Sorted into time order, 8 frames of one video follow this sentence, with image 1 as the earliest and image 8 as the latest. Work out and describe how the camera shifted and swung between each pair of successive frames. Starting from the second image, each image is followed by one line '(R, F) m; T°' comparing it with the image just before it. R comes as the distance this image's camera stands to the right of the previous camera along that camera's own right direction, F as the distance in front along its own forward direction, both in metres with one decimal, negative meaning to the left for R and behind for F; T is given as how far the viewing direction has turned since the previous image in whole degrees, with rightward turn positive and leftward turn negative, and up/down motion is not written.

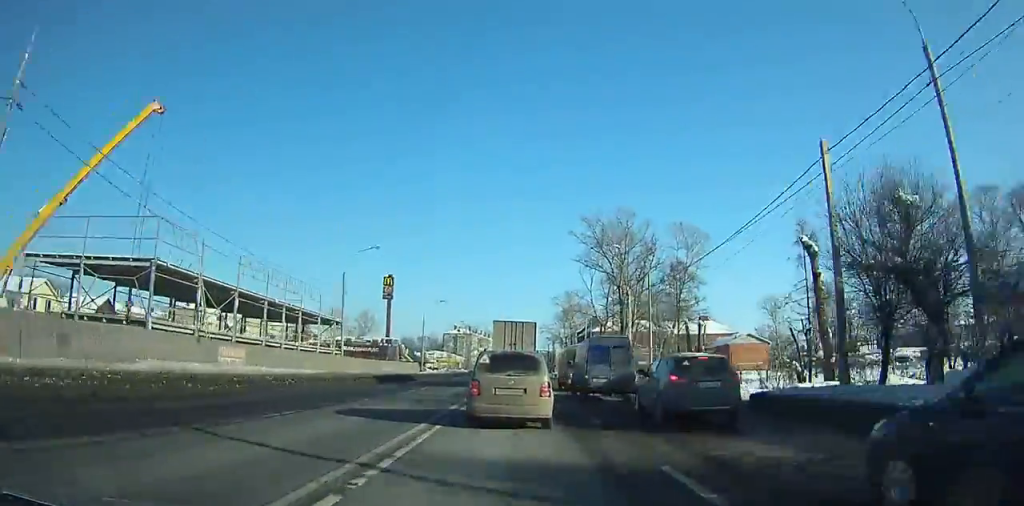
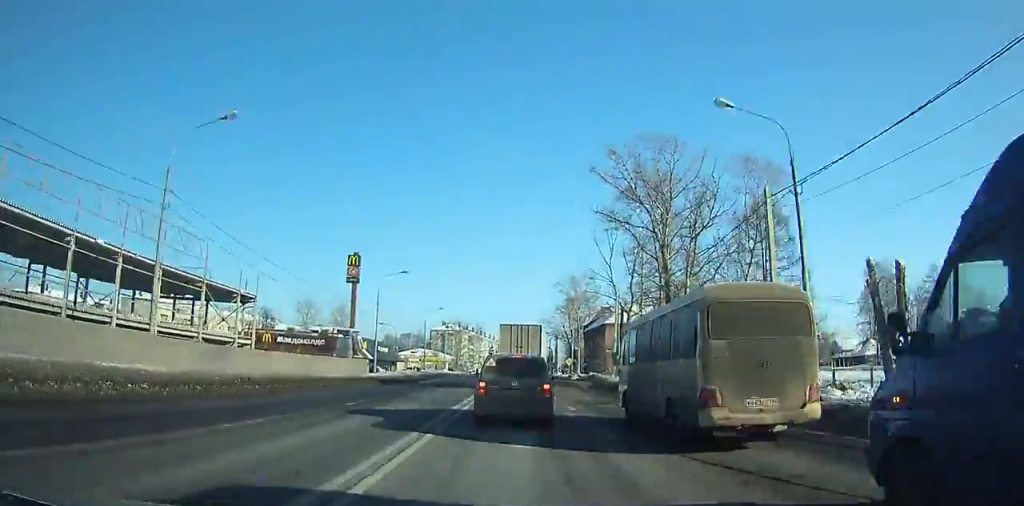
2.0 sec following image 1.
(0.0, +22.8) m; +1°
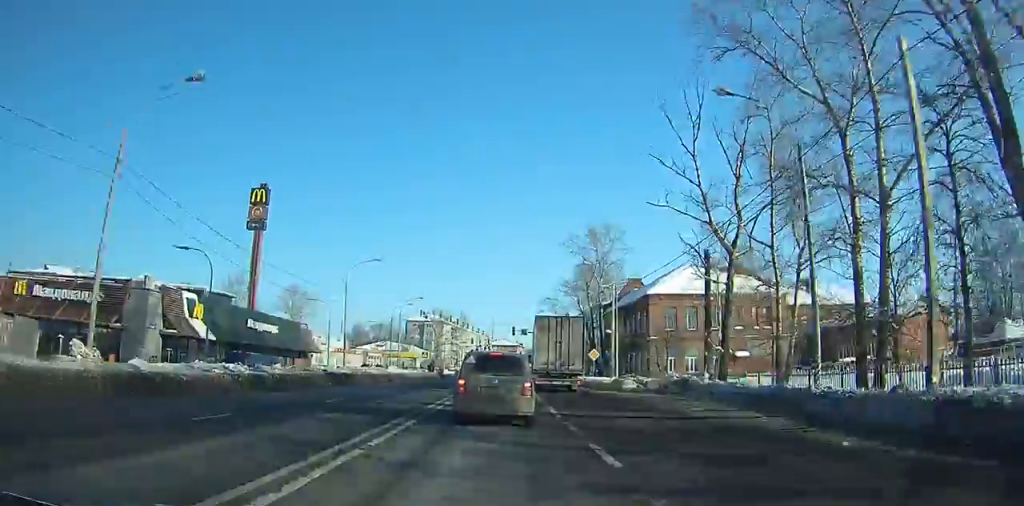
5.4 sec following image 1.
(+0.5, +31.9) m; +4°
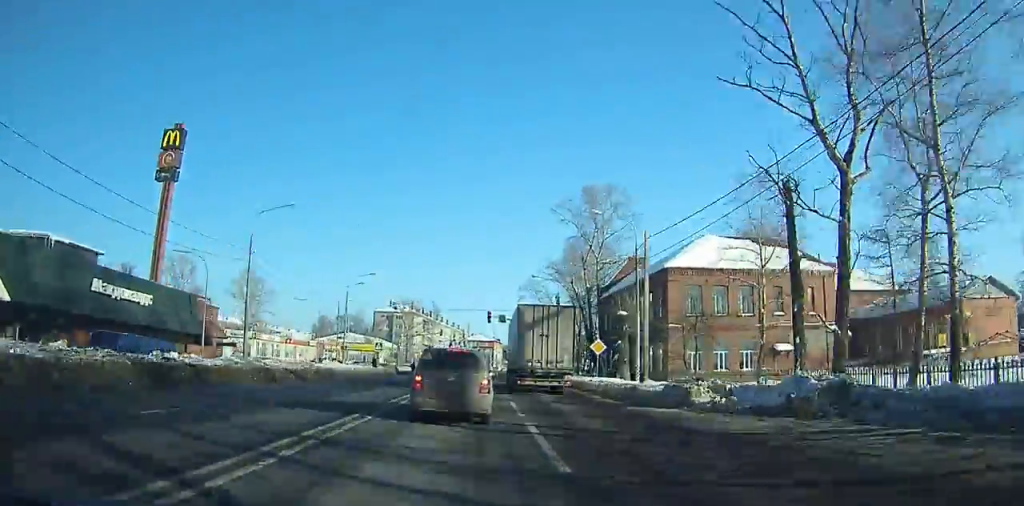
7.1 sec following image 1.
(+0.7, +12.2) m; +2°
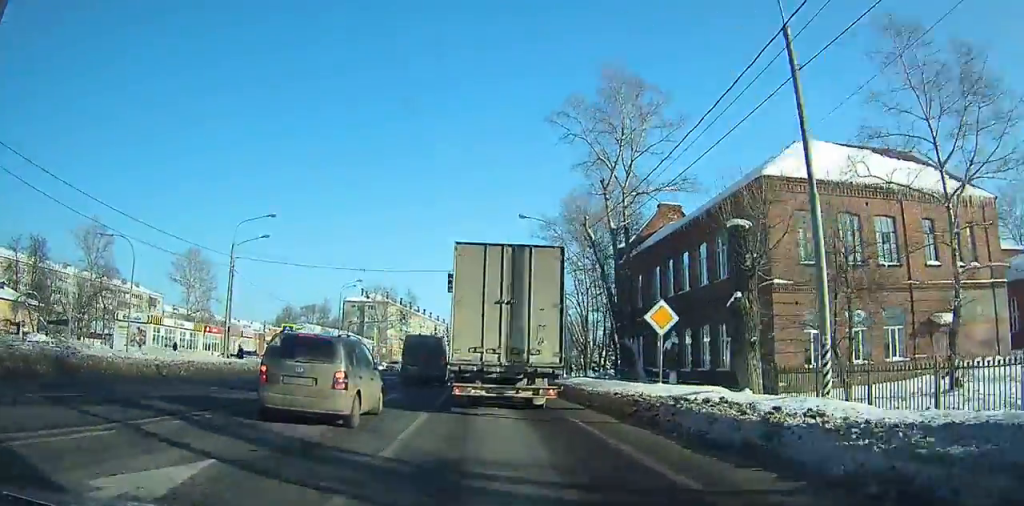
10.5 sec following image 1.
(+0.3, +18.8) m; -1°
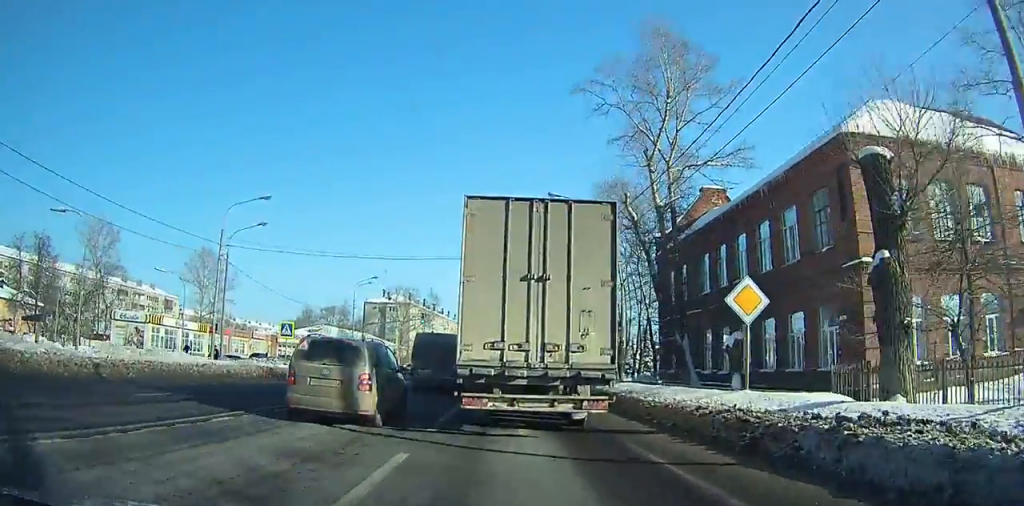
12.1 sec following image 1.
(-0.1, +6.3) m; -1°
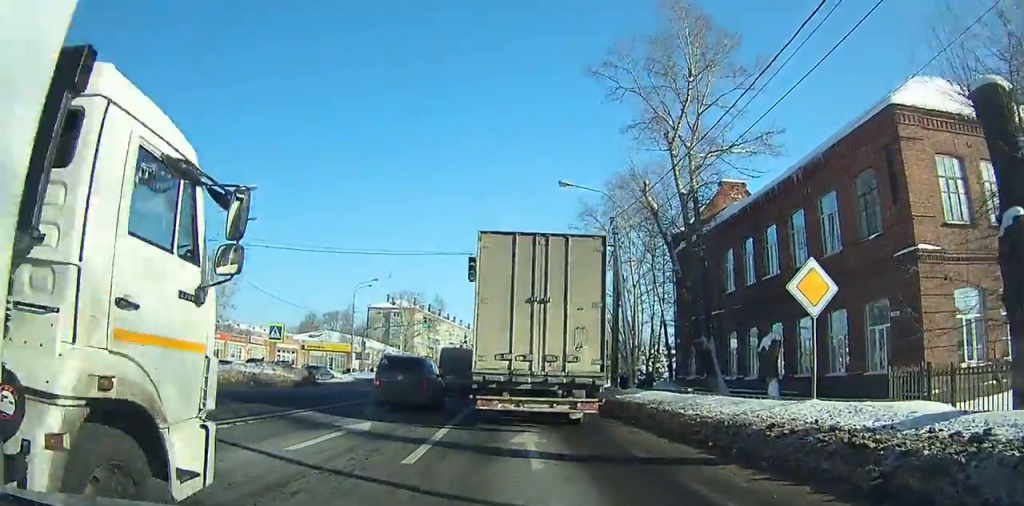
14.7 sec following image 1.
(-0.3, +8.9) m; -1°
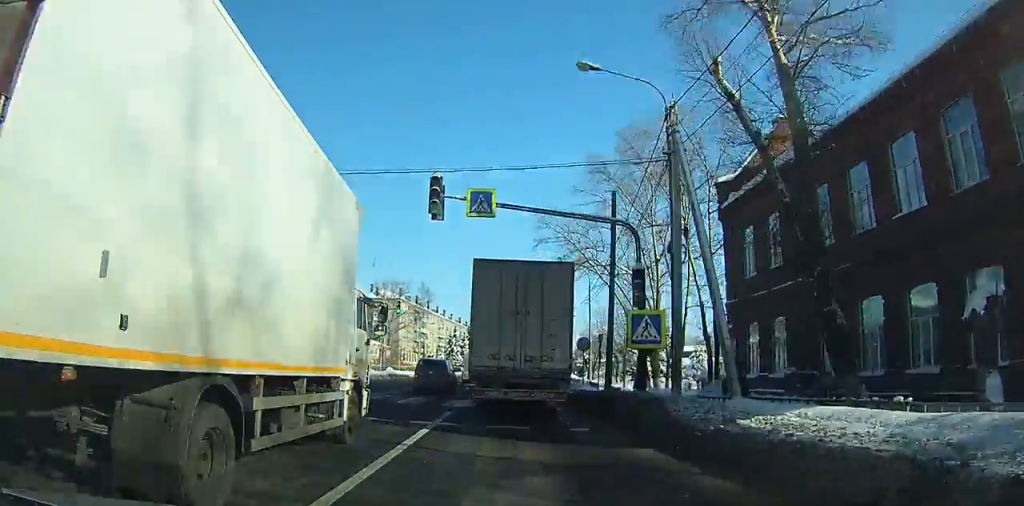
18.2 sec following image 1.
(+0.3, +13.9) m; +2°
